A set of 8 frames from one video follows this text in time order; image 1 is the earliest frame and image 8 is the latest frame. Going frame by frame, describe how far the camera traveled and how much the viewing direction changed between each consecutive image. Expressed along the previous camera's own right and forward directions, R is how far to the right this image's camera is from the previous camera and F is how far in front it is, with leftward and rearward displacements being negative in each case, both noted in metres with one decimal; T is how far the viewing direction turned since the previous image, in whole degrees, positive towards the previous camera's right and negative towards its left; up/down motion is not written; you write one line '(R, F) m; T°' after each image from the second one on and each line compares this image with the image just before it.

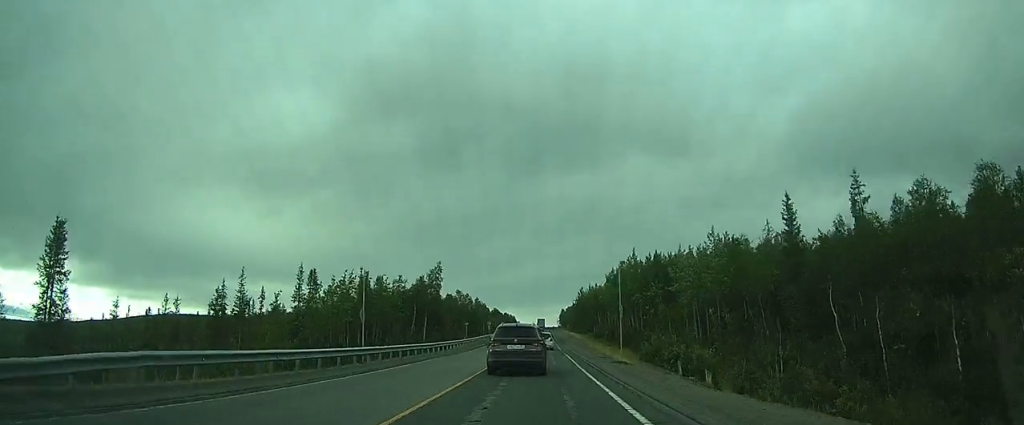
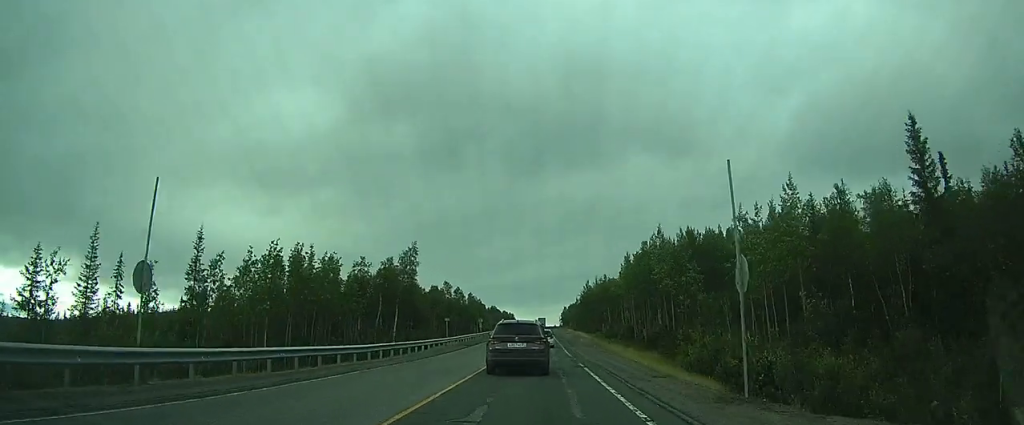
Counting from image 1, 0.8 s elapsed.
(0.0, +17.2) m; 0°
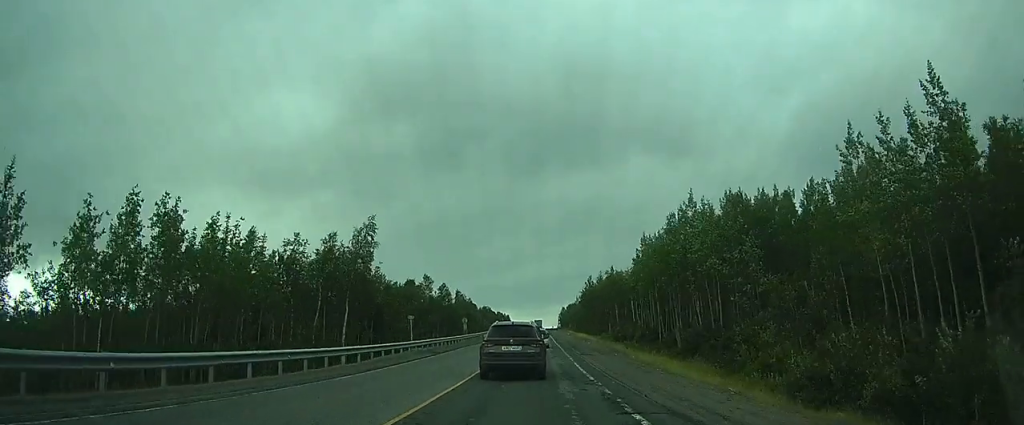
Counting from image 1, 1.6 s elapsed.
(0.0, +16.1) m; 0°
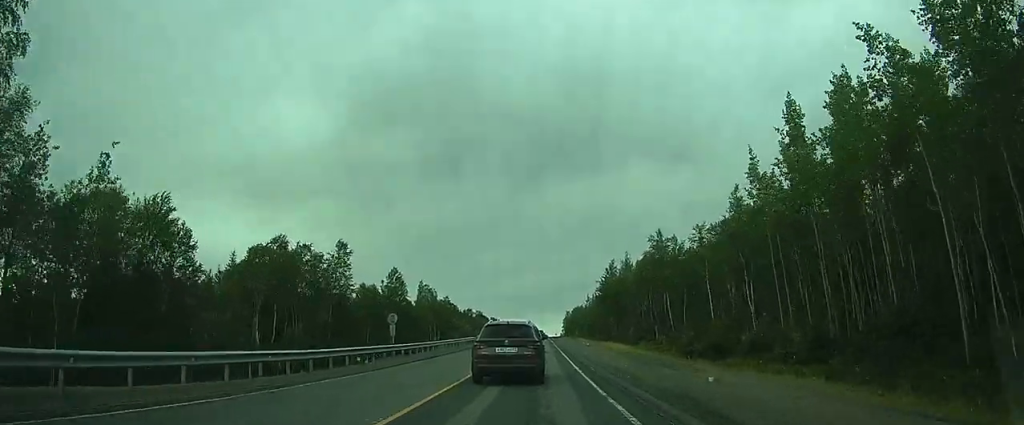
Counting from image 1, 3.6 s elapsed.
(+0.2, +39.5) m; 0°
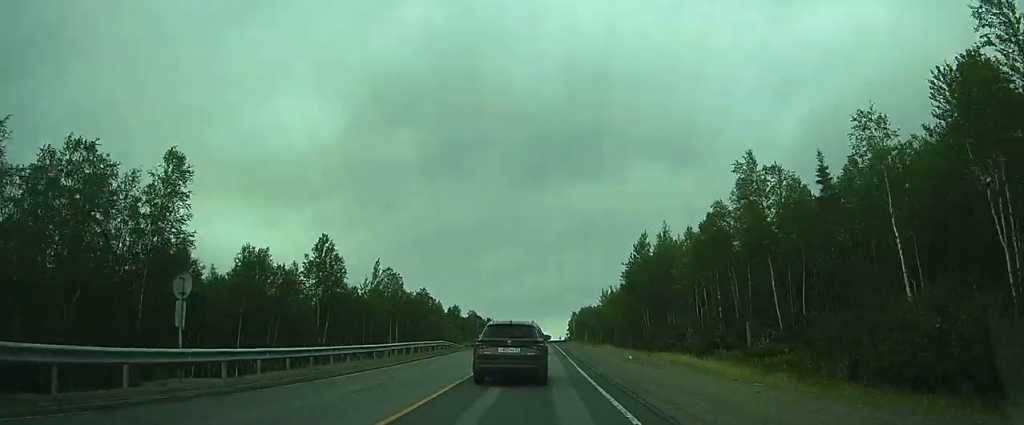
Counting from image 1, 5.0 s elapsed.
(-0.1, +25.9) m; 0°
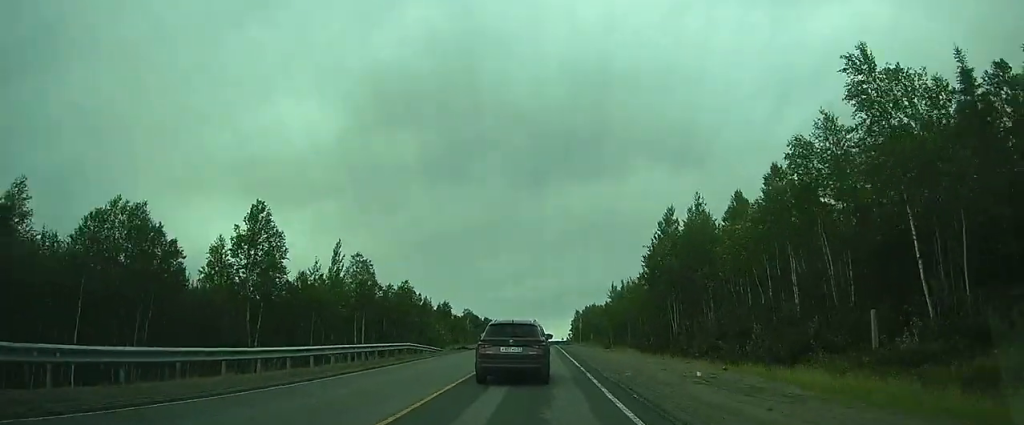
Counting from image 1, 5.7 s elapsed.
(0.0, +13.0) m; 0°
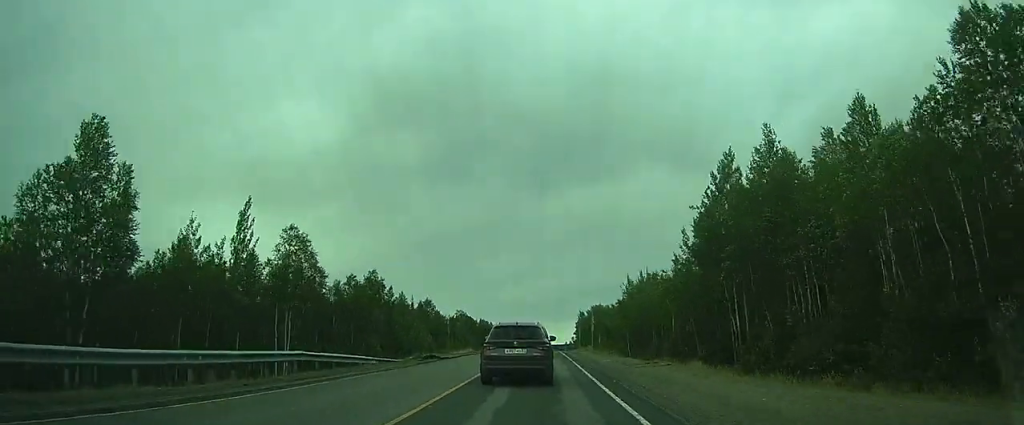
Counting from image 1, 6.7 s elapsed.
(-0.1, +16.6) m; 0°
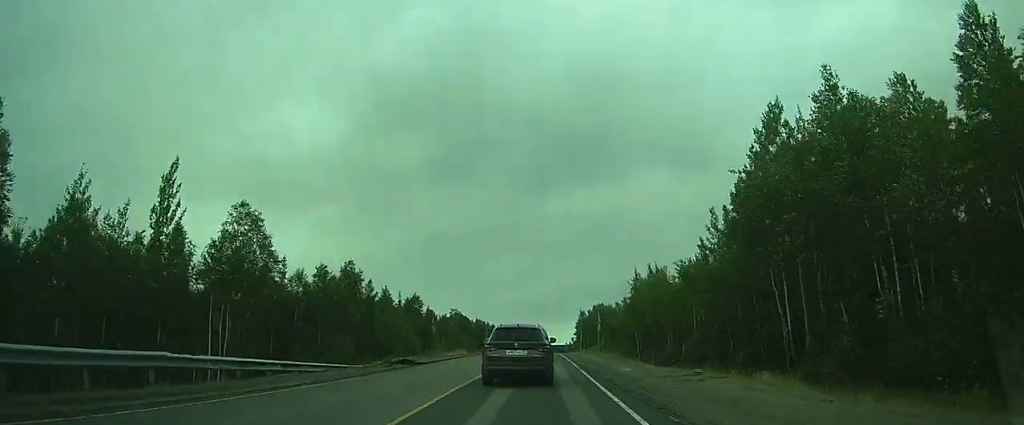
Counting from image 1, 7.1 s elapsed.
(-0.1, +7.8) m; 0°
